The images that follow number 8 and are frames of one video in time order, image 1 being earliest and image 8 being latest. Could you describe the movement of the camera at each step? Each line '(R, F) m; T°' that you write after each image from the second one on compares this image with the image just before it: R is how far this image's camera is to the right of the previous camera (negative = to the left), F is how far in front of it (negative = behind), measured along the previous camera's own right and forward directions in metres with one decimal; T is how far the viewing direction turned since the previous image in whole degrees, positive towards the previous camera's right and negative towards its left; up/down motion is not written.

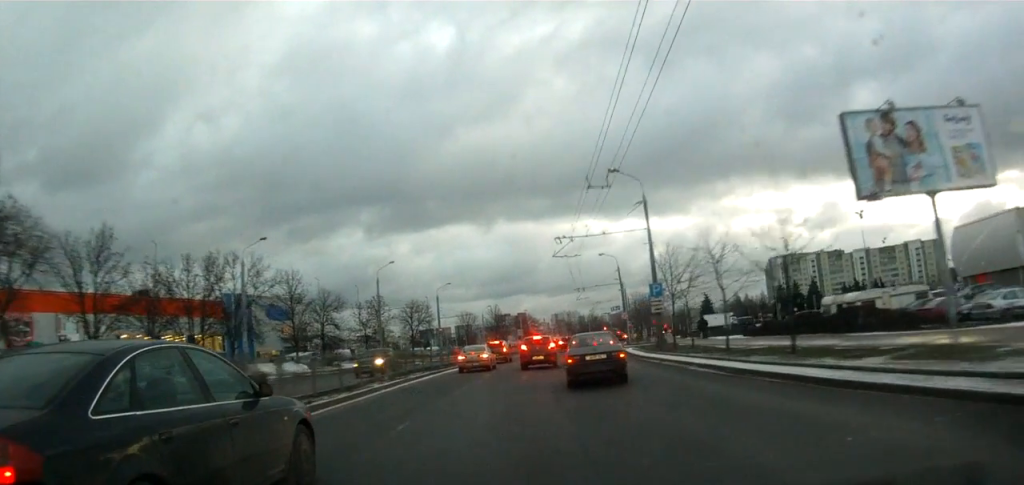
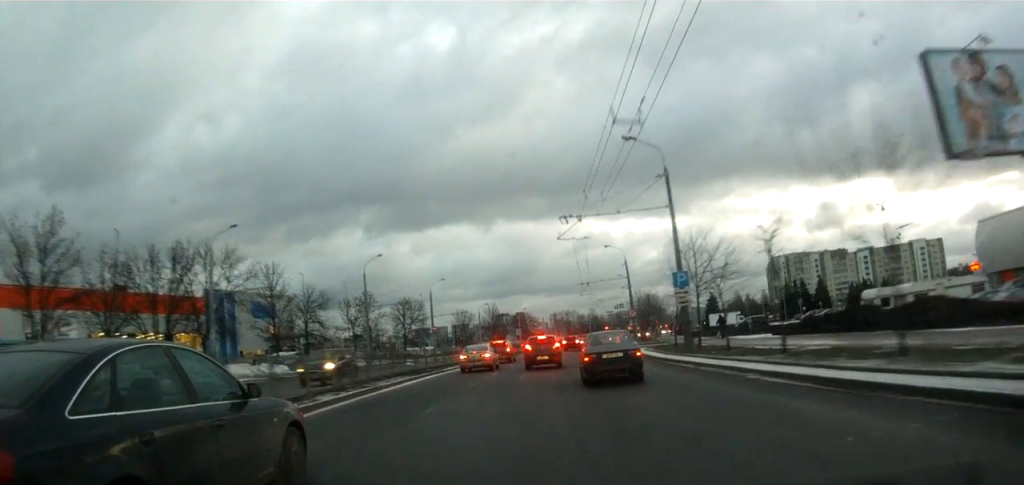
(+0.1, +5.6) m; +1°
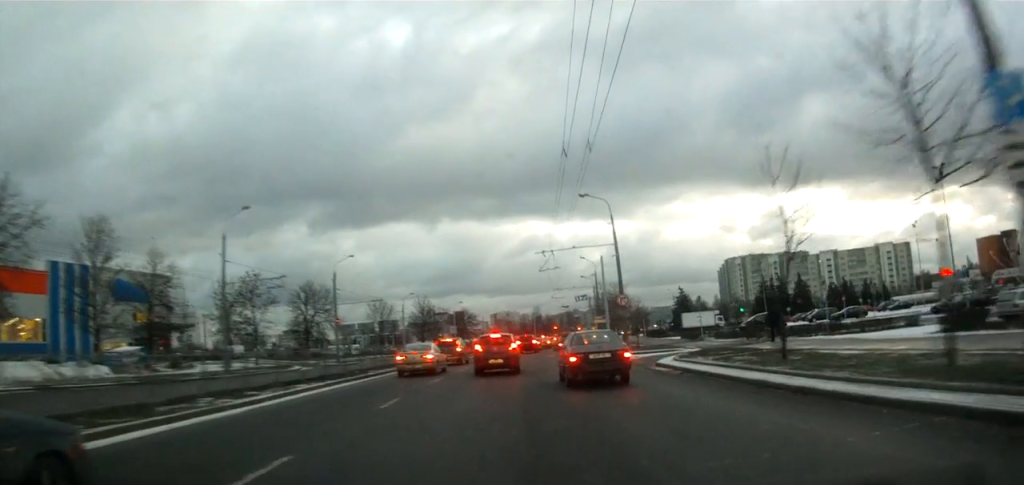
(+0.5, +21.9) m; +3°
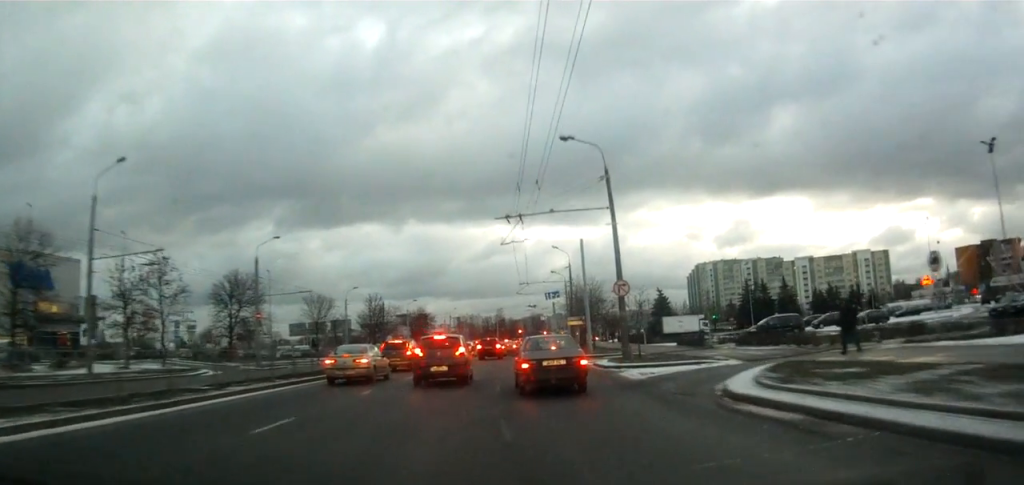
(+0.3, +12.0) m; -1°
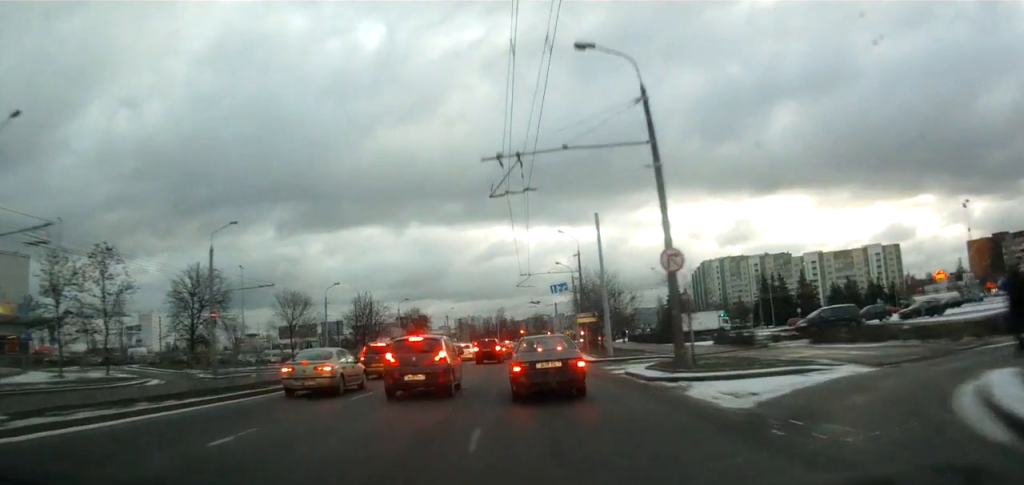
(-0.4, +8.5) m; -1°
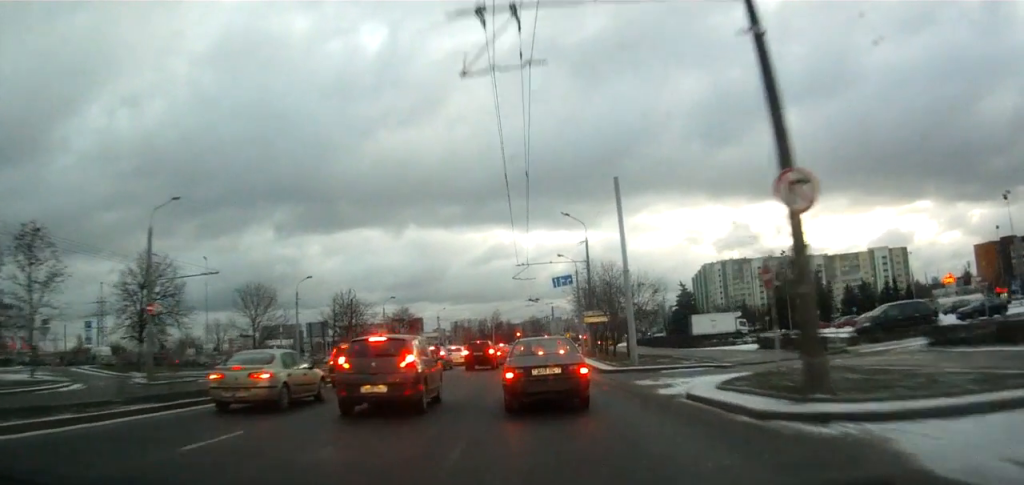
(+0.2, +7.3) m; +3°
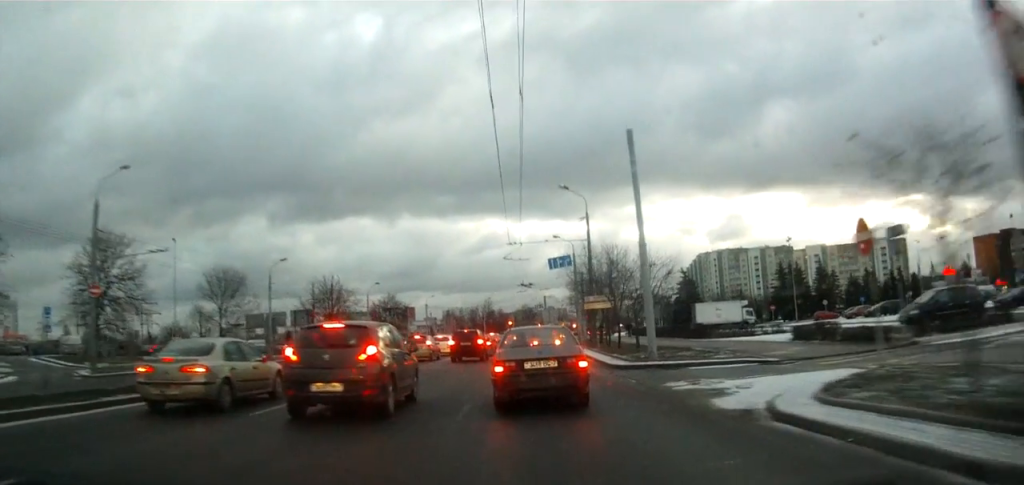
(+0.1, +4.6) m; +2°
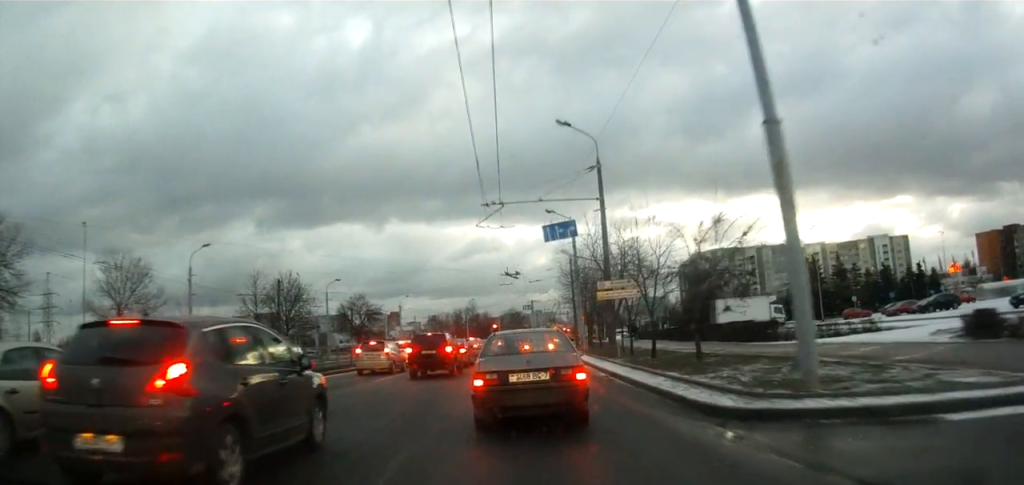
(+0.4, +12.0) m; +1°
